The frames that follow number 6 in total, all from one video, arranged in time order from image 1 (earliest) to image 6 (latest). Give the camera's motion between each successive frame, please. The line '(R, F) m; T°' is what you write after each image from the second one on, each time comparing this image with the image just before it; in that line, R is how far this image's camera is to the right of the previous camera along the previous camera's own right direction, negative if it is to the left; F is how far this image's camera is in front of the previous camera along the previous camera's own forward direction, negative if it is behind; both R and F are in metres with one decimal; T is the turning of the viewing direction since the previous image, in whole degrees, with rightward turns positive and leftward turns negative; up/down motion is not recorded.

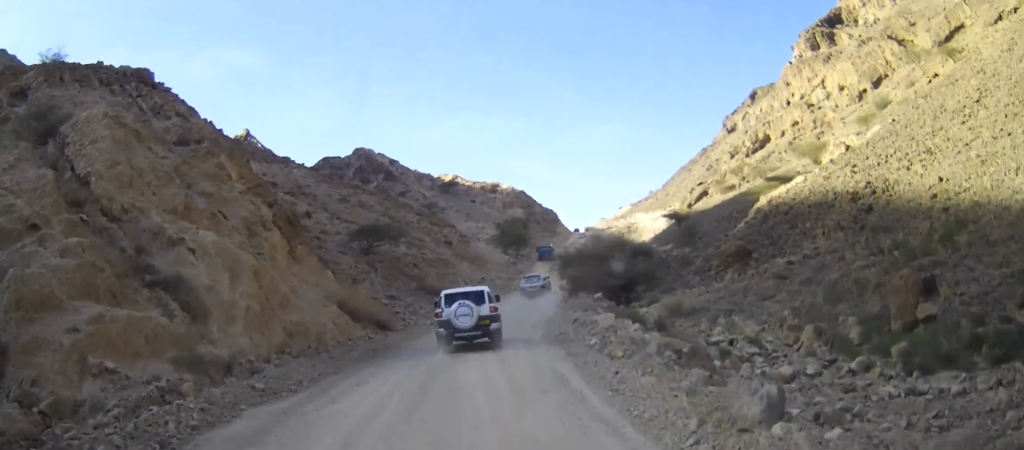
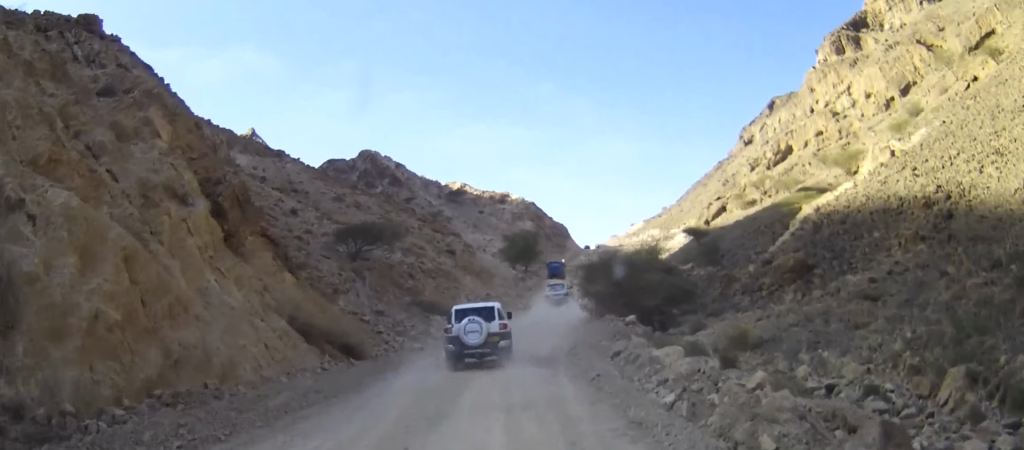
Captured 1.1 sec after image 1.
(-0.2, +6.7) m; -3°
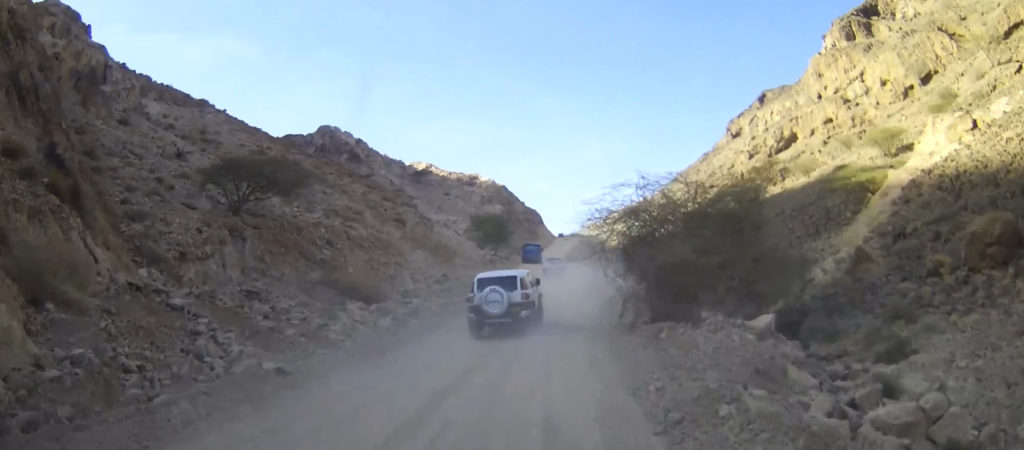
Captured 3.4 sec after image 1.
(-0.1, +16.9) m; +1°
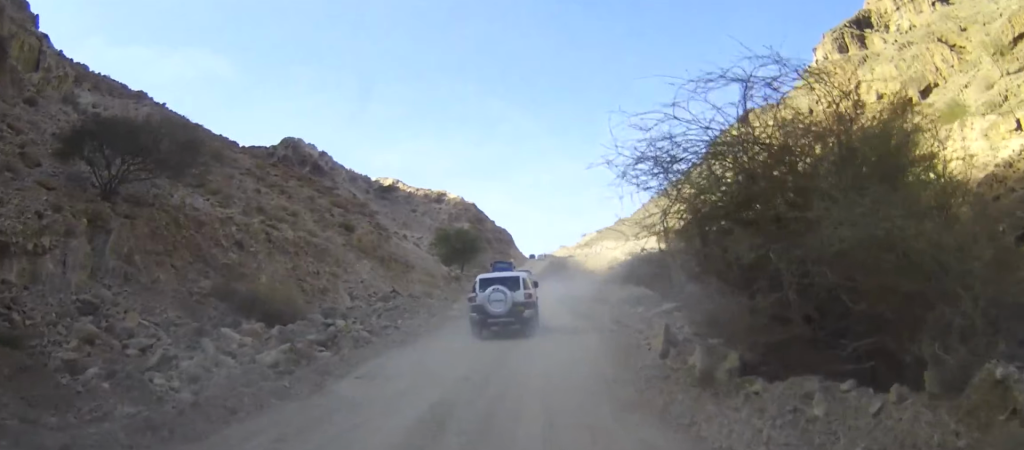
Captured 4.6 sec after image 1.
(+0.3, +9.4) m; +3°
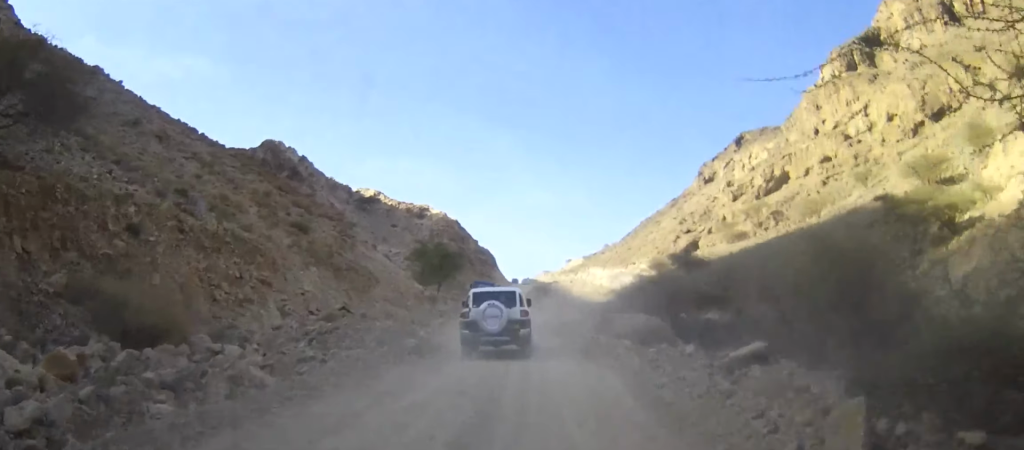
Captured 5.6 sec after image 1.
(+0.2, +7.2) m; +2°
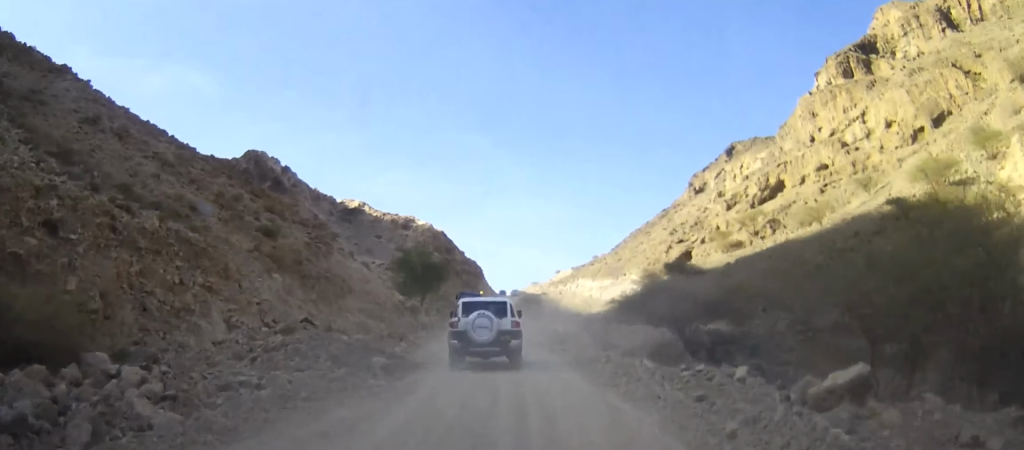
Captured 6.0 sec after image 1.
(0.0, +3.6) m; 0°
